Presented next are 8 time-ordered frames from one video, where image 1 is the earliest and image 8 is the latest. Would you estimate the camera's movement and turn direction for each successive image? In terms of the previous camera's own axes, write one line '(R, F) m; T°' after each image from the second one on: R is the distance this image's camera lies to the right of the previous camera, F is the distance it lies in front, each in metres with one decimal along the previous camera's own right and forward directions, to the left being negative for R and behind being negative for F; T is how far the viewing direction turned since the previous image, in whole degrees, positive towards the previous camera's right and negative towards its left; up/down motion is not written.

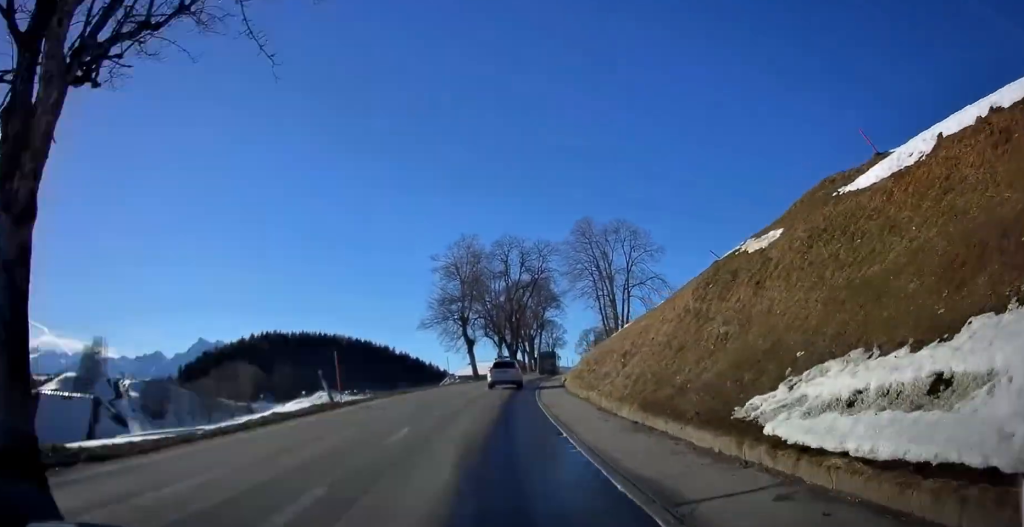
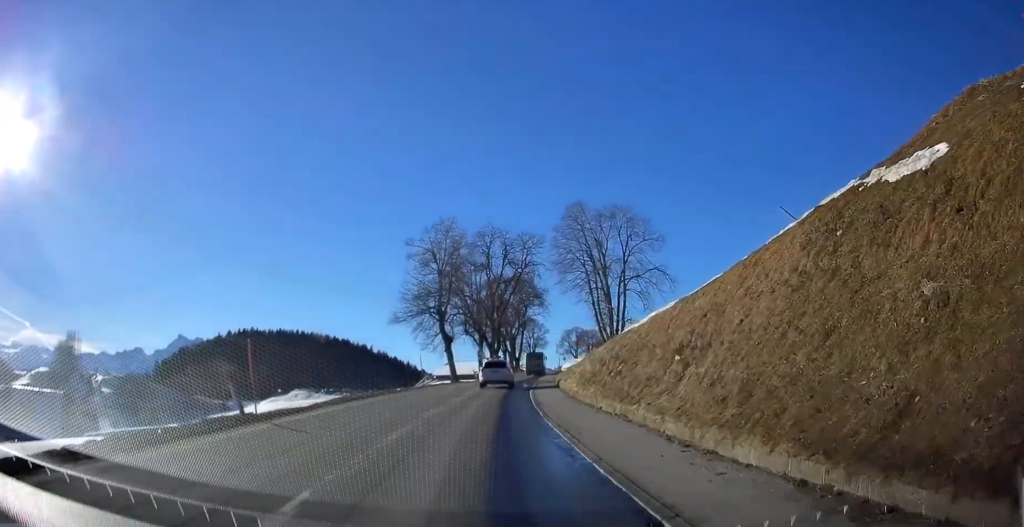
(+0.1, +6.2) m; +2°
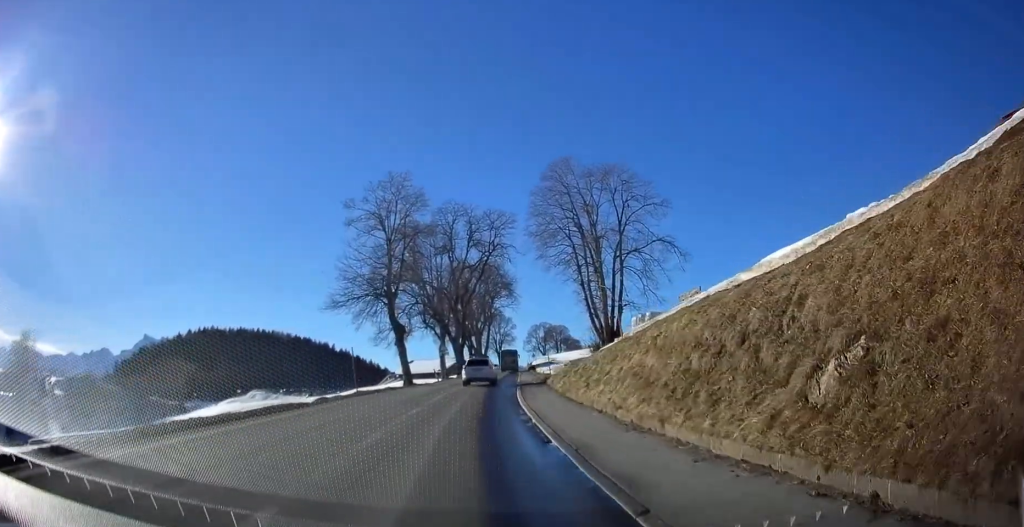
(+0.3, +11.9) m; +4°
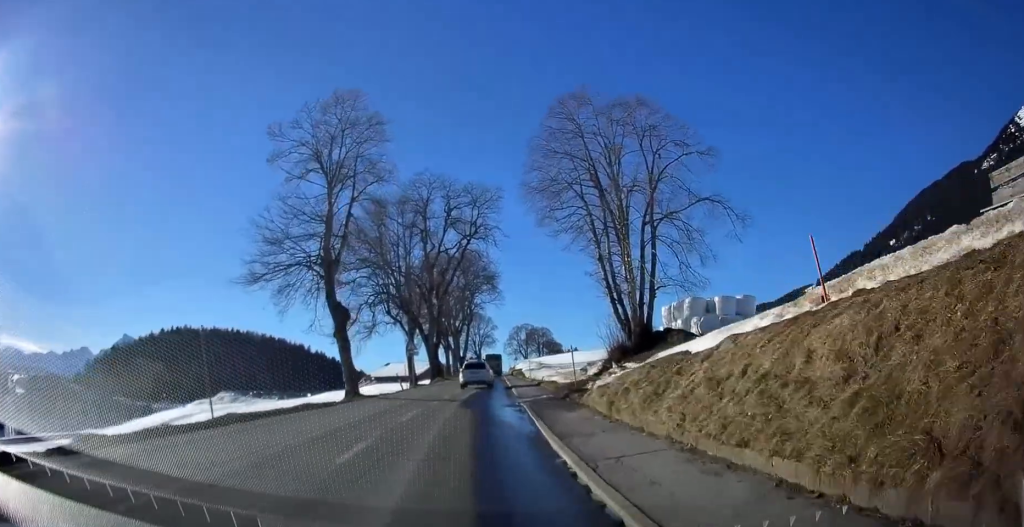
(+0.6, +13.0) m; +2°
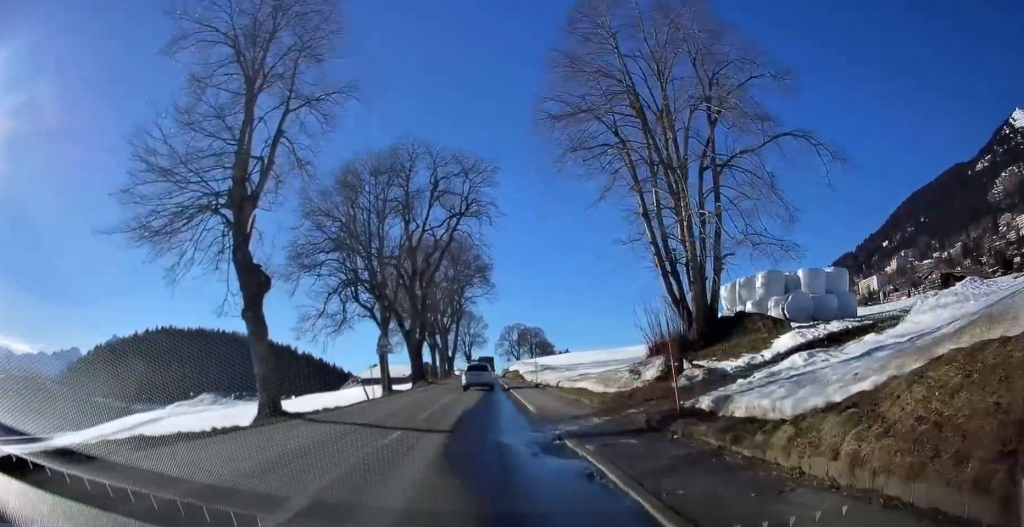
(-0.1, +10.4) m; 0°
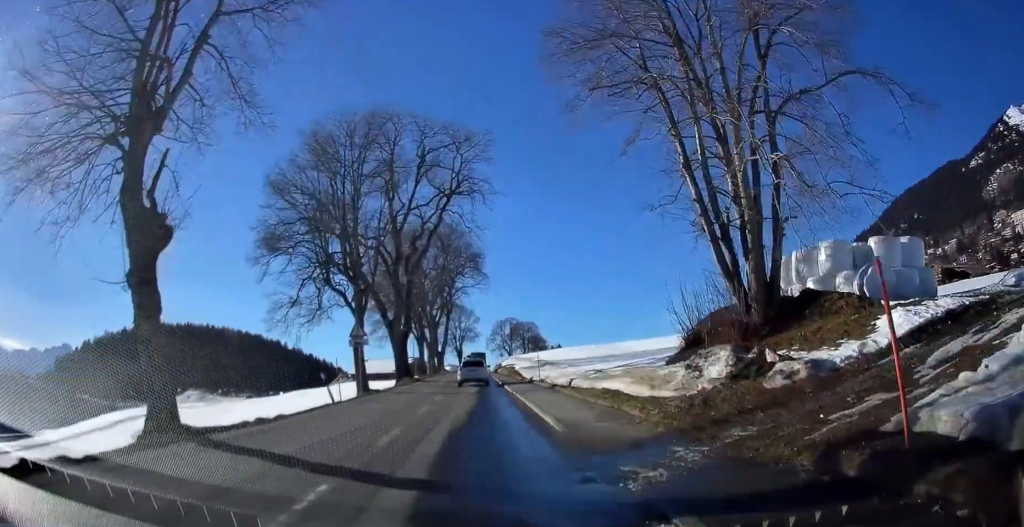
(0.0, +5.7) m; 0°
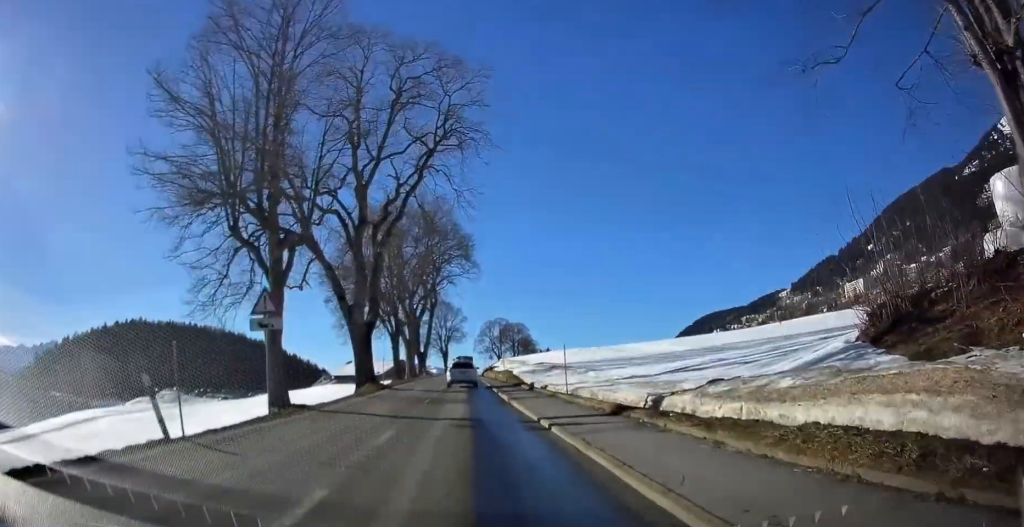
(+0.1, +12.9) m; 0°
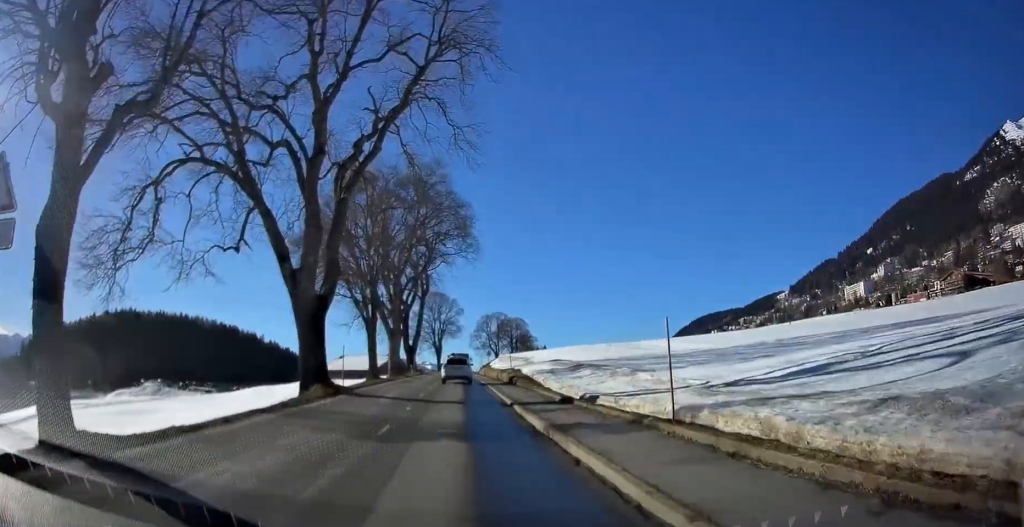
(-0.1, +11.3) m; +1°
